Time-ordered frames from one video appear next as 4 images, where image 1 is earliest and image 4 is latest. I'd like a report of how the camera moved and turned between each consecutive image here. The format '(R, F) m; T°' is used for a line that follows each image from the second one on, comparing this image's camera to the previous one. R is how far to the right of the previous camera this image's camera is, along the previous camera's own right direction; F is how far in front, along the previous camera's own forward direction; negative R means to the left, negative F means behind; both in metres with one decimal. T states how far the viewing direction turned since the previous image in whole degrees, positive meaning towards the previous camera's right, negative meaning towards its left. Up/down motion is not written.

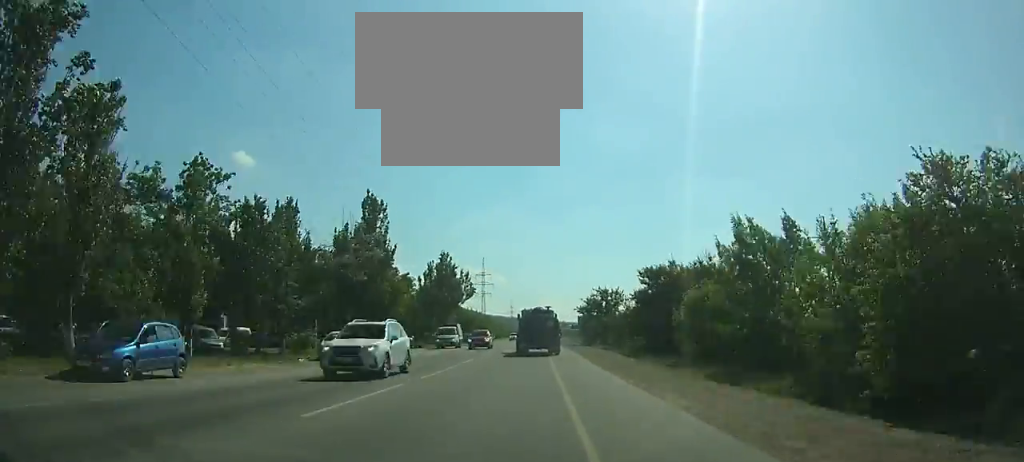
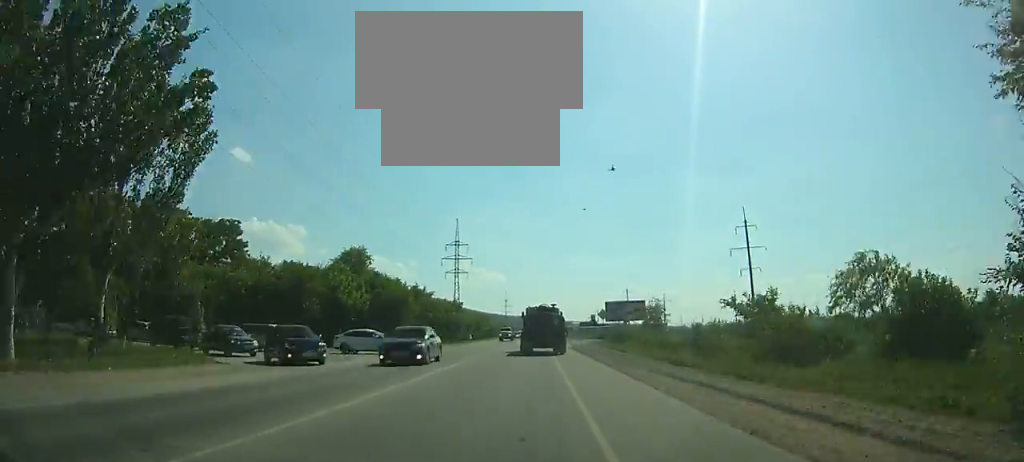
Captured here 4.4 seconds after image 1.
(+0.1, +65.5) m; 0°
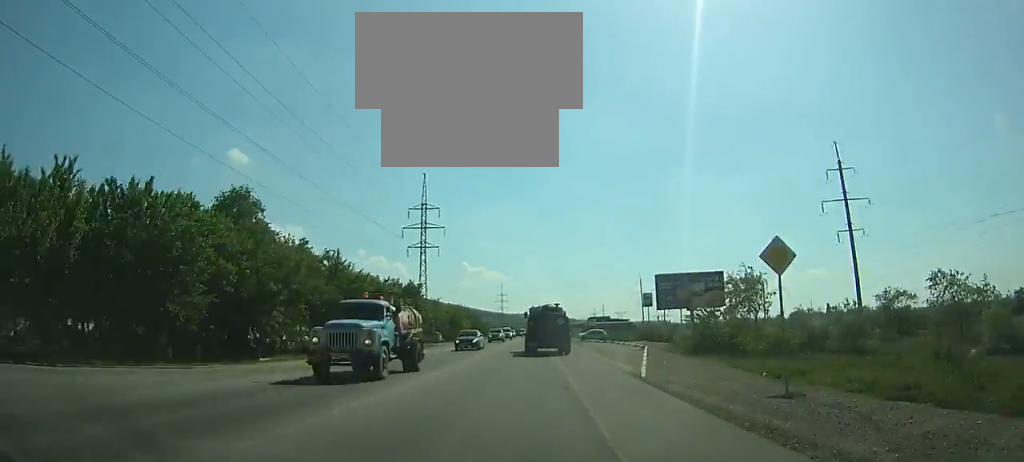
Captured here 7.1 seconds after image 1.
(0.0, +39.5) m; 0°
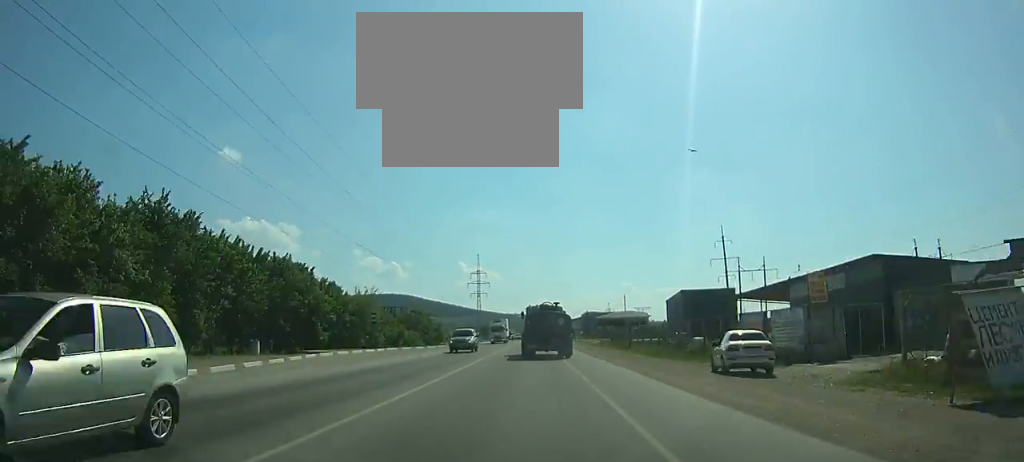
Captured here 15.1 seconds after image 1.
(-0.3, +113.7) m; 0°
